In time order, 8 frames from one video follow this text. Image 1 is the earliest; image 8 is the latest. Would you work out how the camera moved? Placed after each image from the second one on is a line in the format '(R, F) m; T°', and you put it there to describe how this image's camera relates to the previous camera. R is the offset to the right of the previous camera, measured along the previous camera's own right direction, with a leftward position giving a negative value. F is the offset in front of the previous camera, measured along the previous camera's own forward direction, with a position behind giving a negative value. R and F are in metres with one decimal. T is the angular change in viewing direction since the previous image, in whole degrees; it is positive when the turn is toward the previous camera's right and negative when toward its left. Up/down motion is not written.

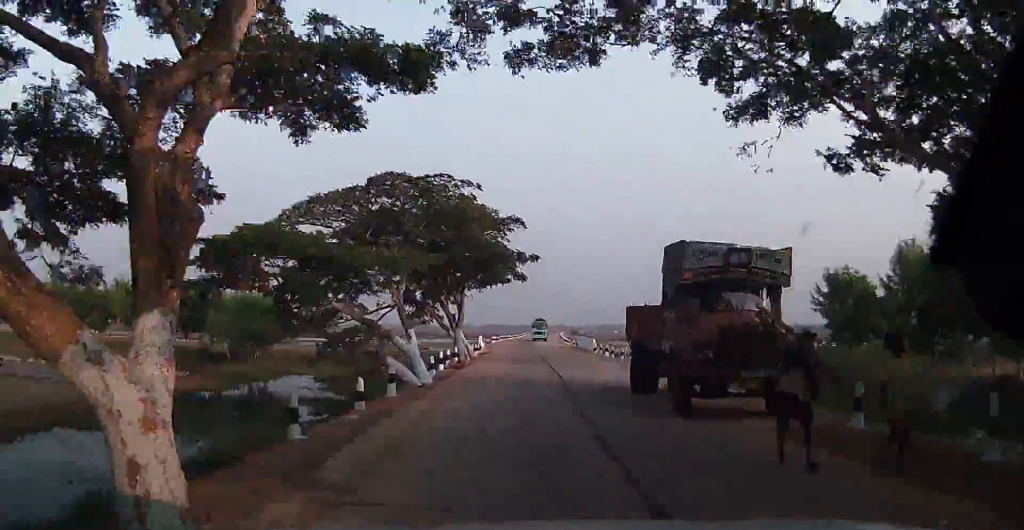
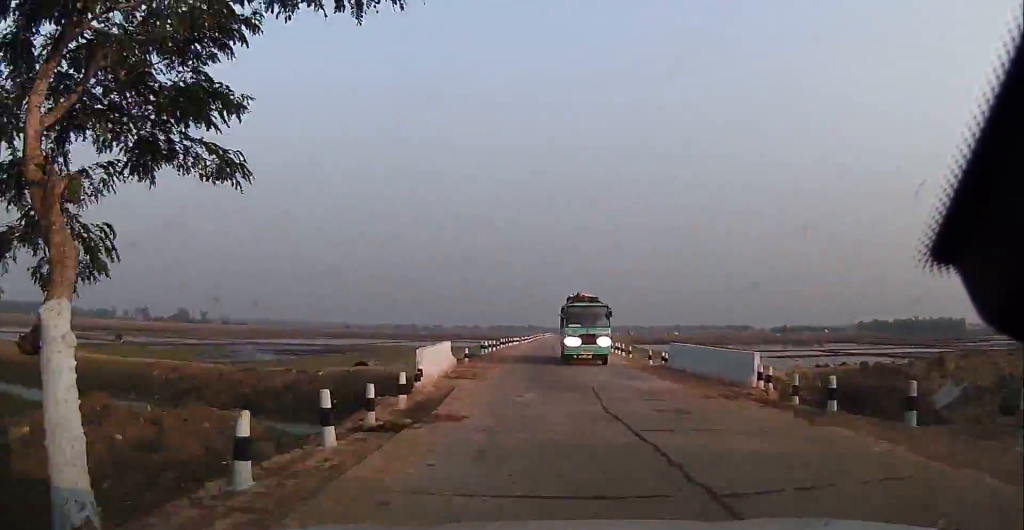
(-1.0, +36.8) m; 0°
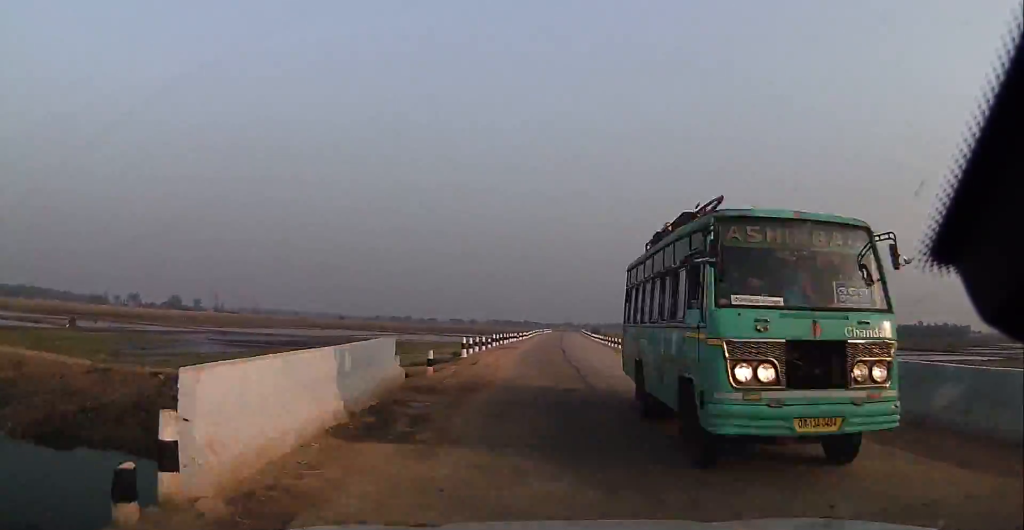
(+0.5, +13.5) m; +1°
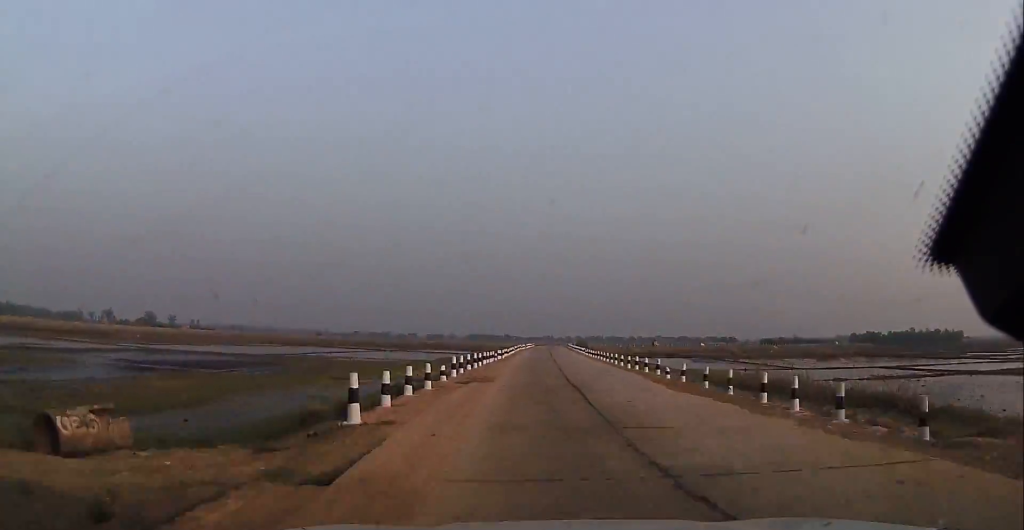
(0.0, +17.0) m; +1°
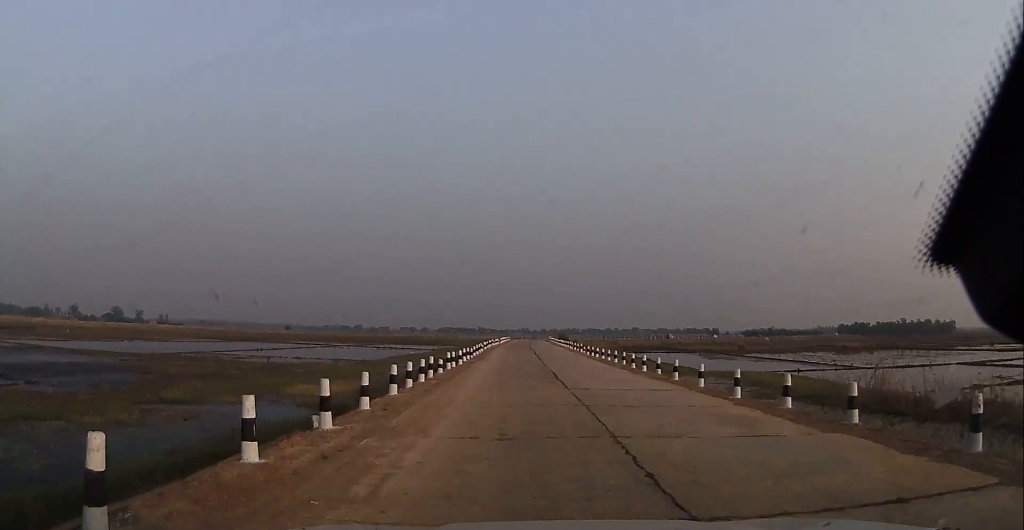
(+0.5, +24.3) m; +1°
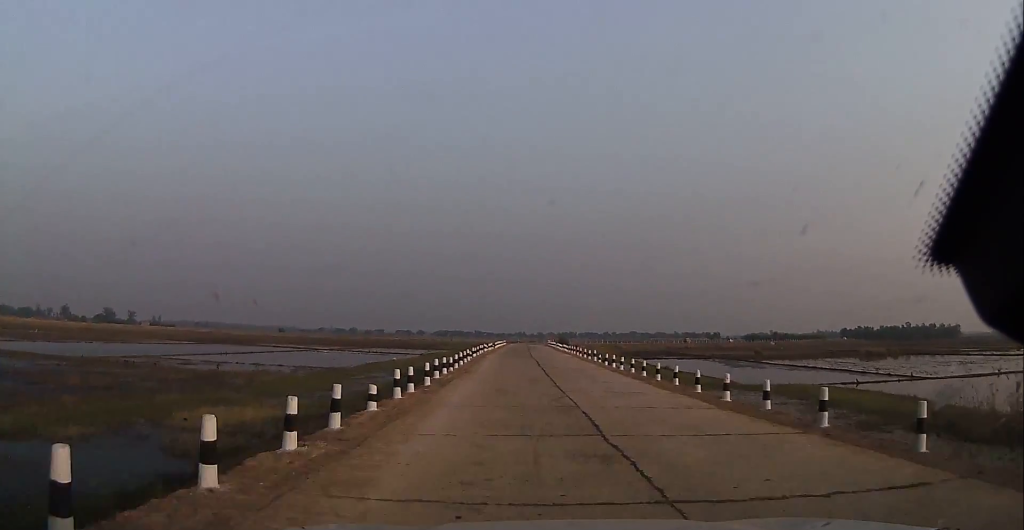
(-0.1, +13.0) m; -1°
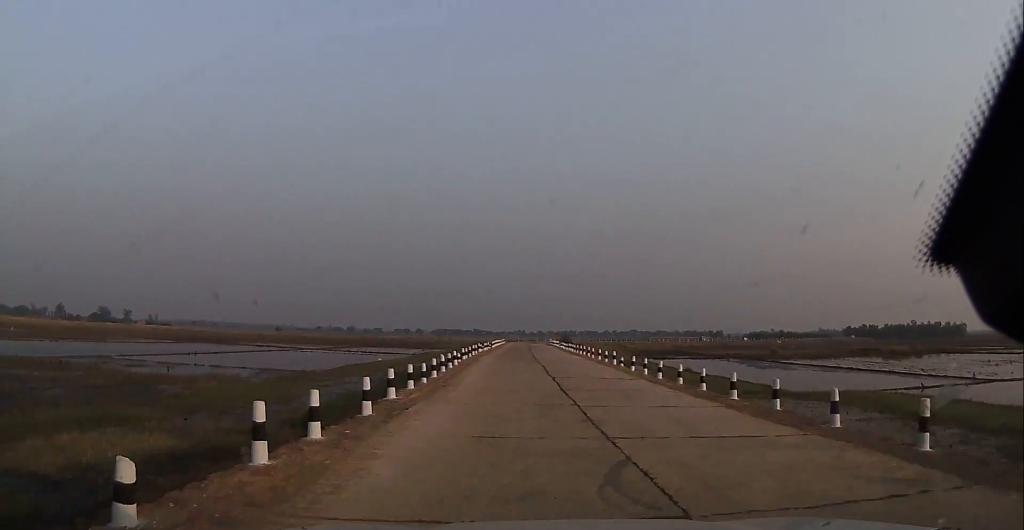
(0.0, +9.9) m; 0°
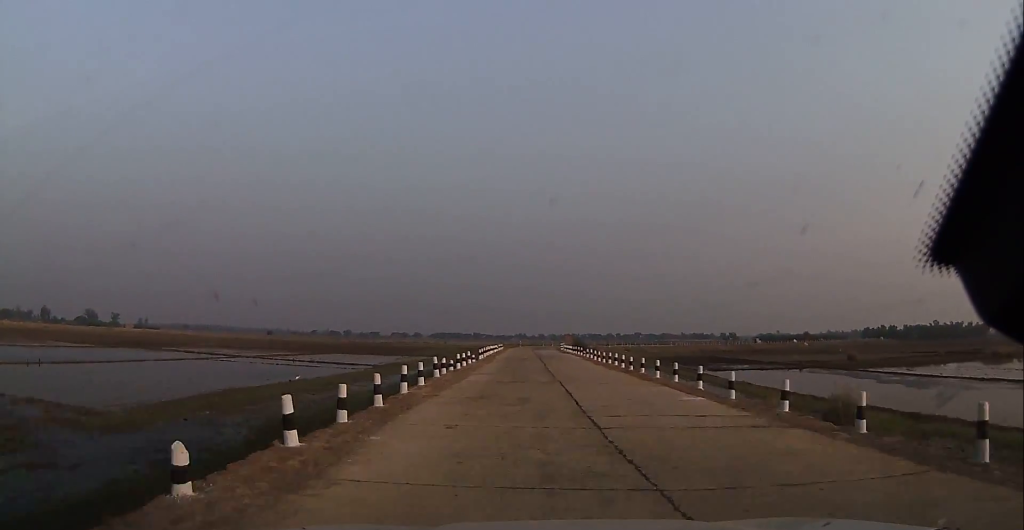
(+0.4, +32.7) m; +2°
